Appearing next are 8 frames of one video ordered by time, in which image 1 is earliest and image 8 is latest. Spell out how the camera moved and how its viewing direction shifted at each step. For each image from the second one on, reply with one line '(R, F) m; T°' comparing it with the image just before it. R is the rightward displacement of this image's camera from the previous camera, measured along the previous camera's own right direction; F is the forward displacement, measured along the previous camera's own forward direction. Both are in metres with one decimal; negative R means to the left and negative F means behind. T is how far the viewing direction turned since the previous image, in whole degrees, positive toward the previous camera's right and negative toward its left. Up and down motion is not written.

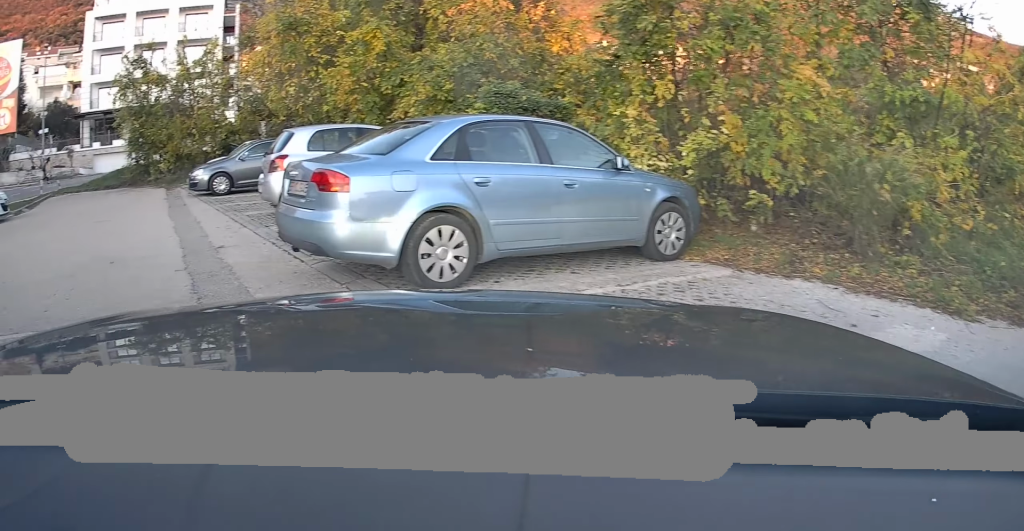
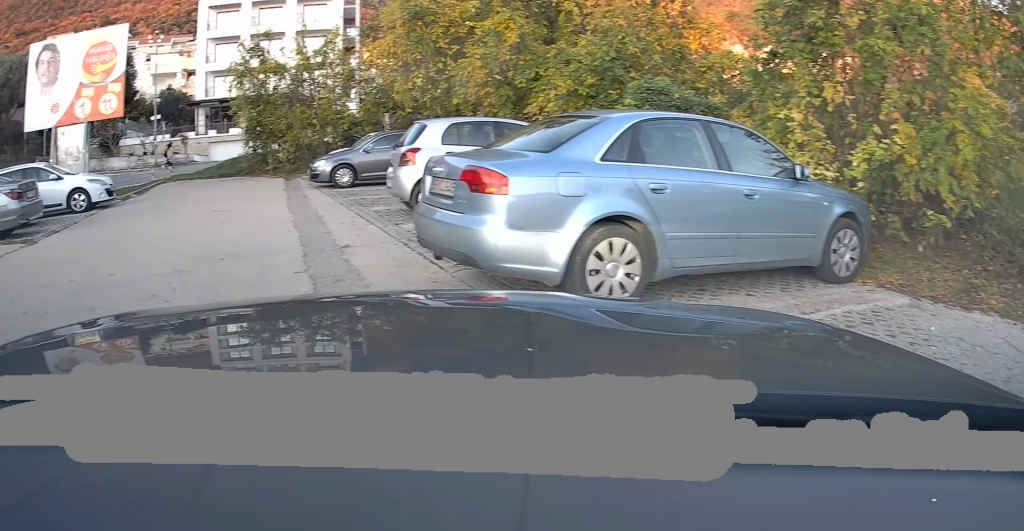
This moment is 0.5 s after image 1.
(0.0, +0.9) m; -7°
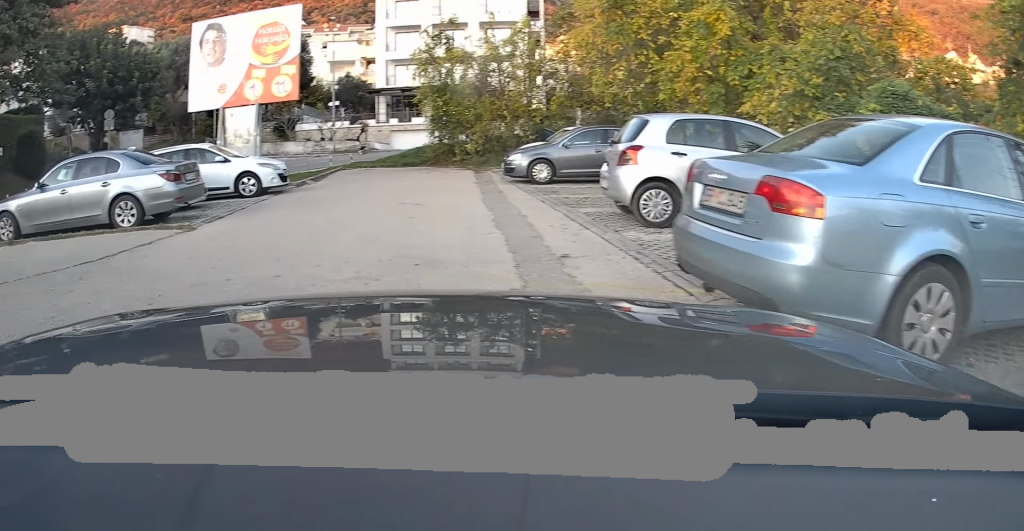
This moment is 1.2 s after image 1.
(-0.1, +1.2) m; -10°
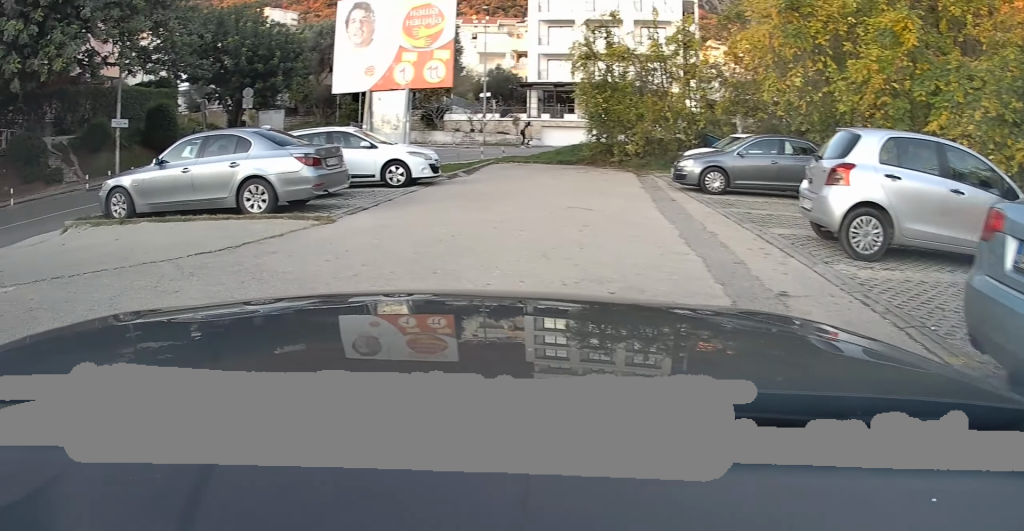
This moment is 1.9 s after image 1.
(-0.1, +1.2) m; -12°
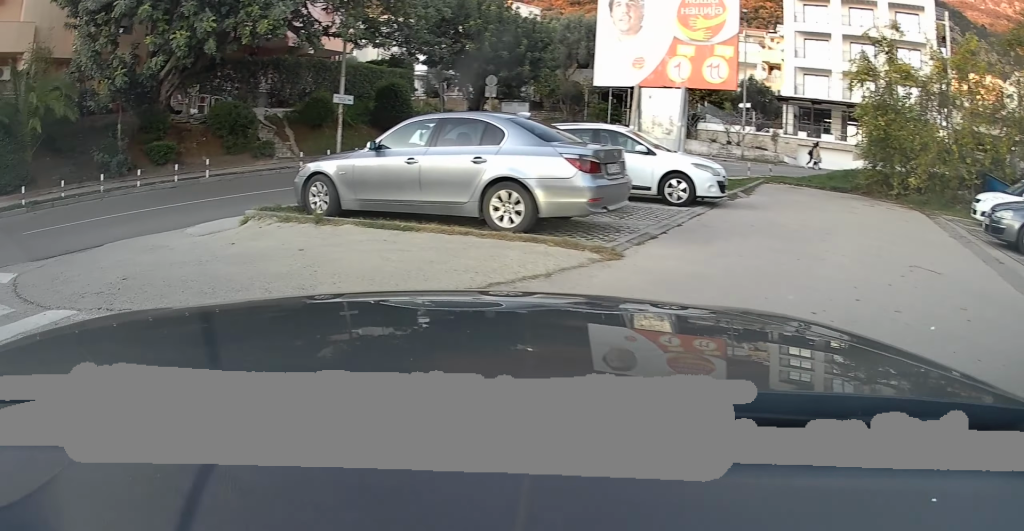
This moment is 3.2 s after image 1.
(-0.8, +2.5) m; -31°
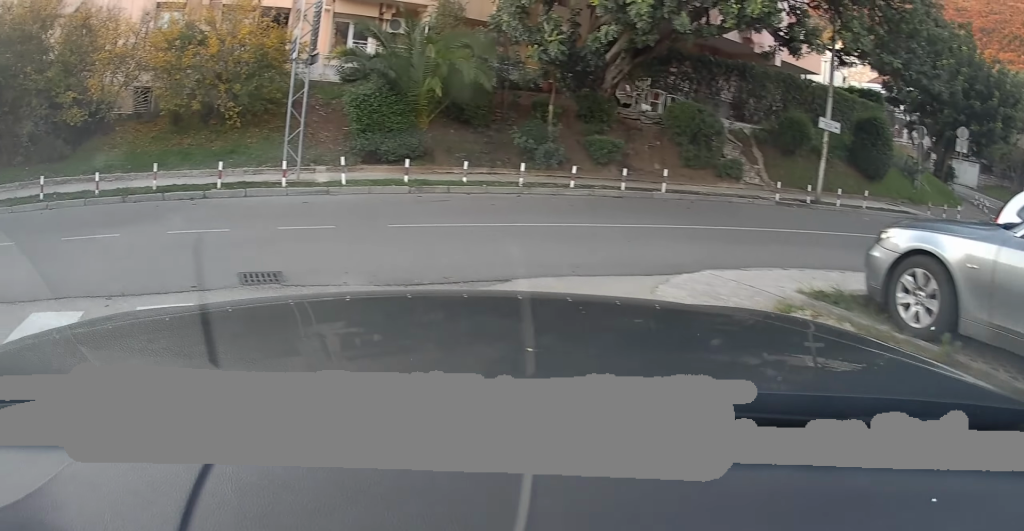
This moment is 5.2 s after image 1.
(-1.3, +3.9) m; -42°
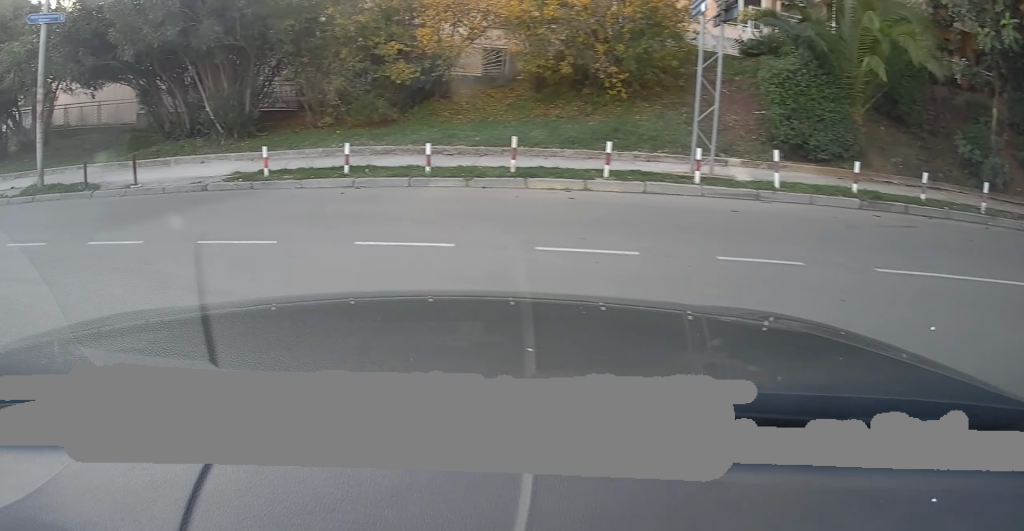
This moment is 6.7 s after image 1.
(-0.8, +3.4) m; -34°
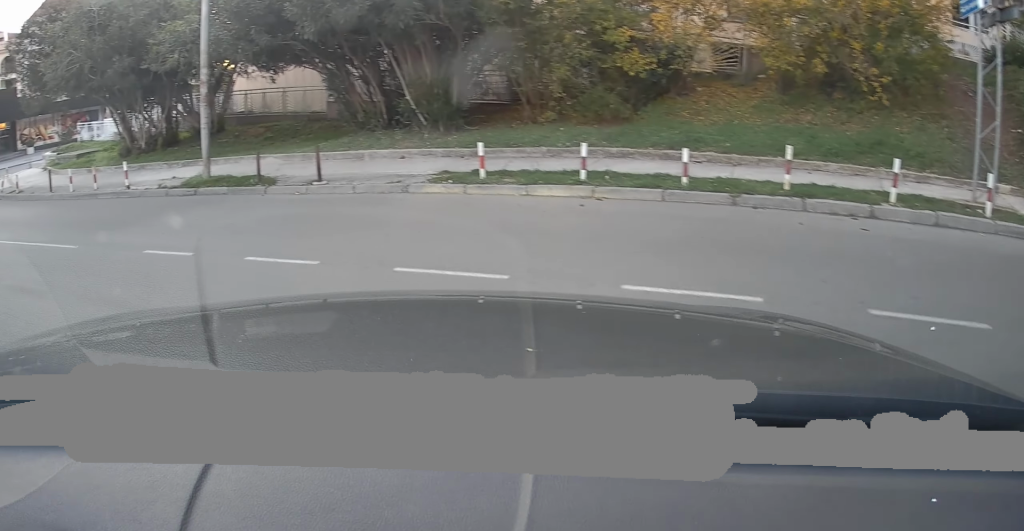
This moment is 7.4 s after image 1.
(-0.6, +1.8) m; -21°
